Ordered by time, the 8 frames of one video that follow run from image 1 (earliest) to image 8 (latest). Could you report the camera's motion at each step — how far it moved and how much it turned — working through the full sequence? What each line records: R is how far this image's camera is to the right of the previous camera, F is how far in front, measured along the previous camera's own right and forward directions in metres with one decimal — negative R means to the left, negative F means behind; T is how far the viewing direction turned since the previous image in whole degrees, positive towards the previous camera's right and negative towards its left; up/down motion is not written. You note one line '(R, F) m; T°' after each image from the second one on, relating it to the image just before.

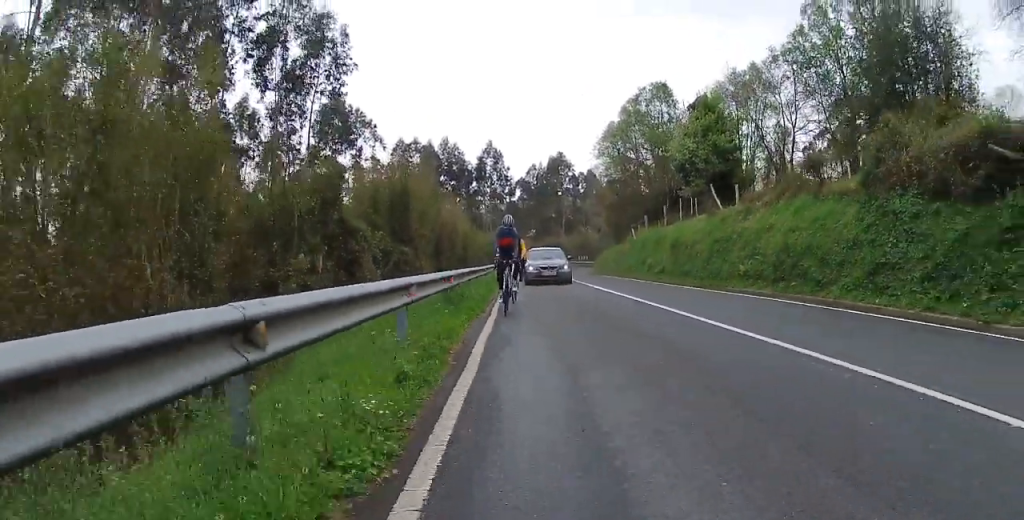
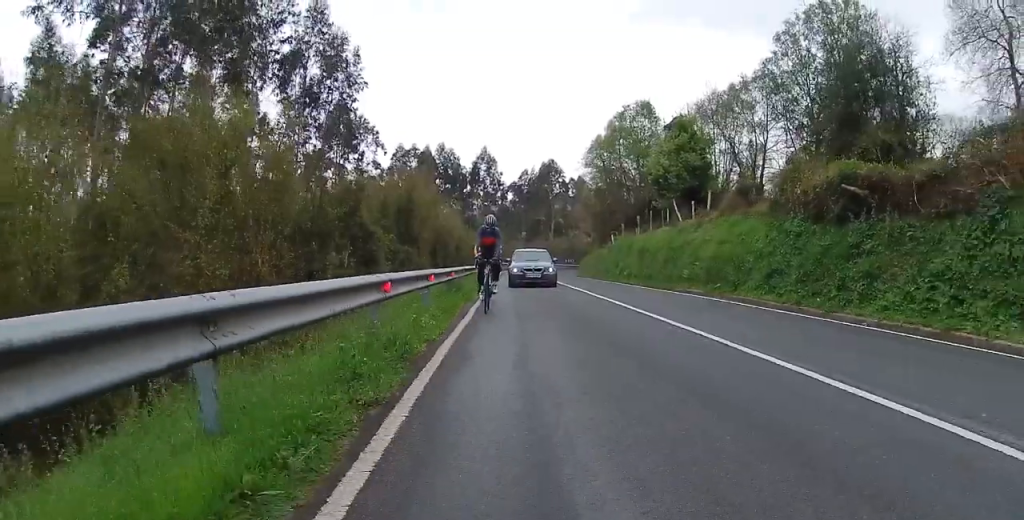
(+0.3, +4.1) m; +4°
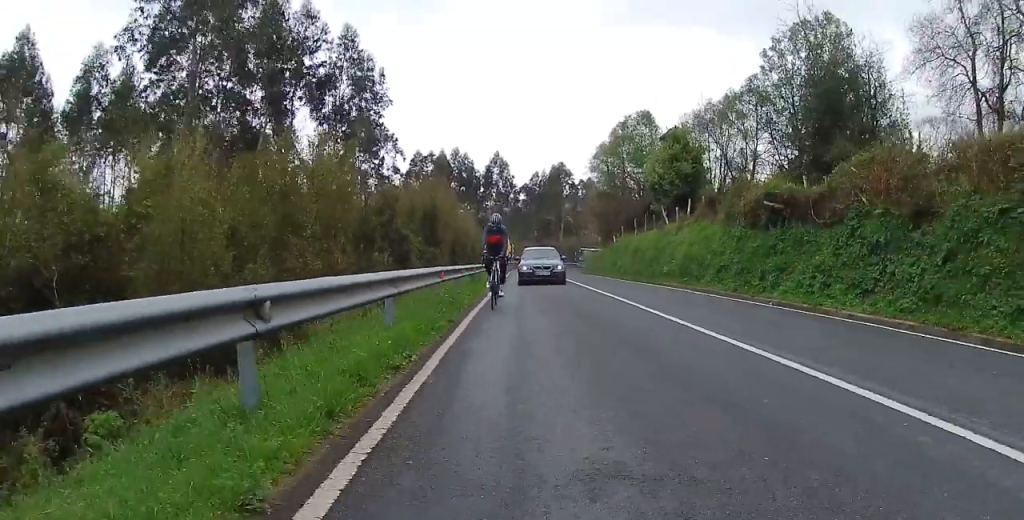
(0.0, +4.5) m; -2°
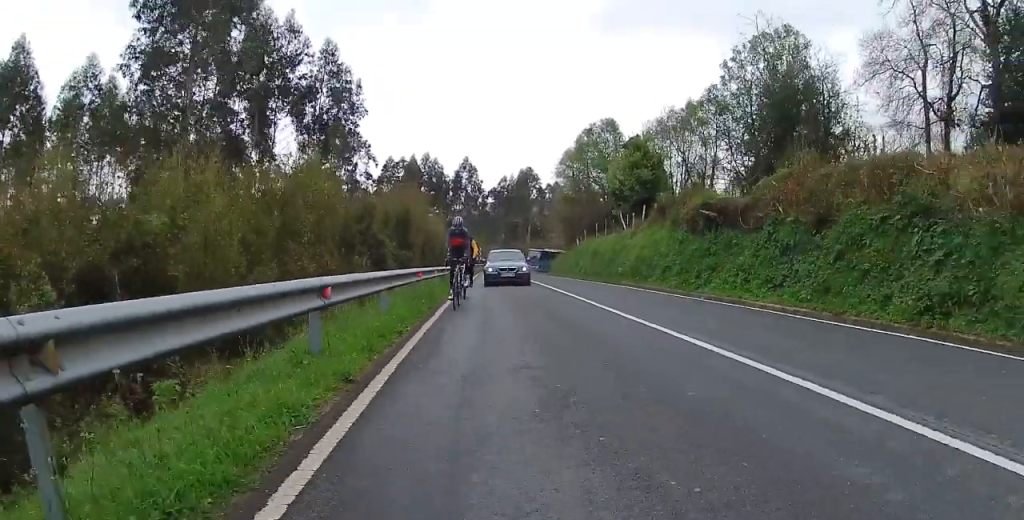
(-0.1, +2.3) m; -1°
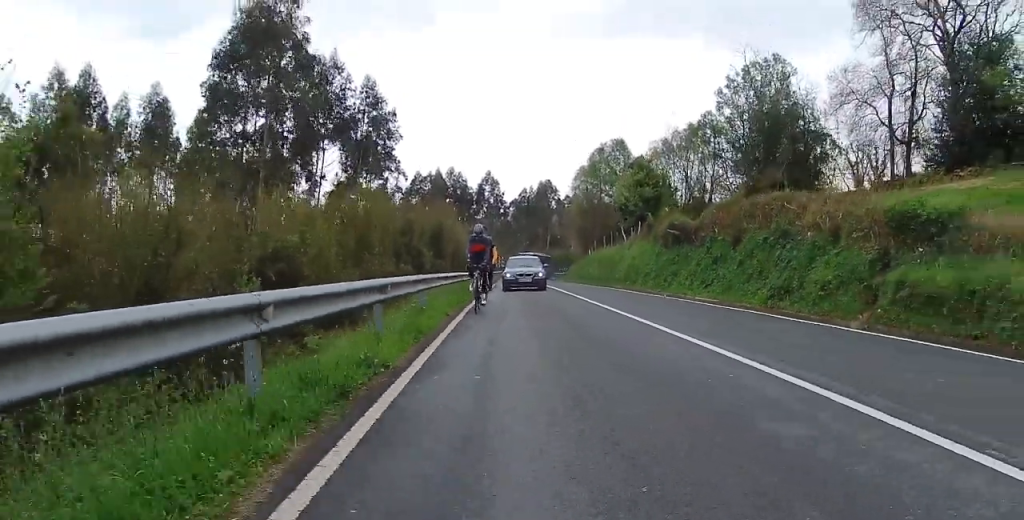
(+0.1, +6.0) m; +3°
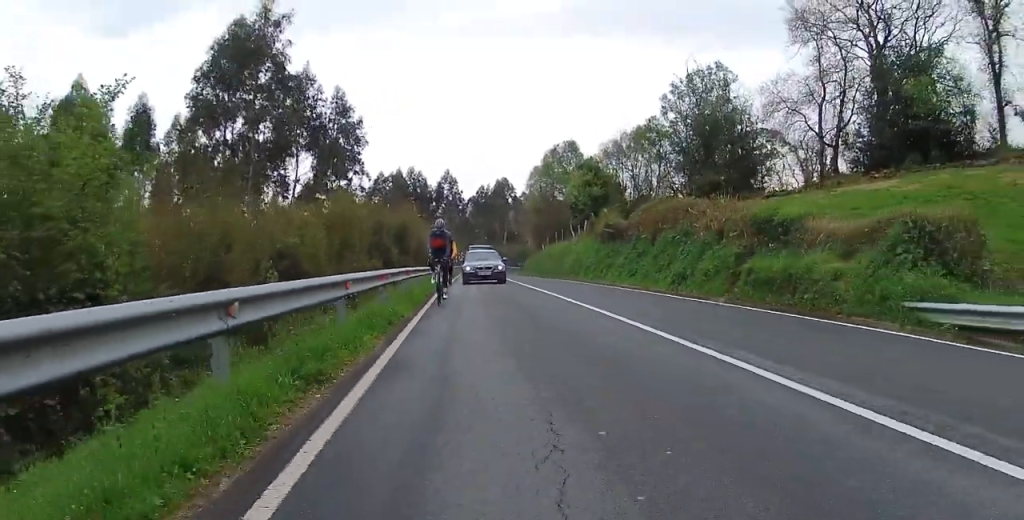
(+0.2, +4.1) m; +2°
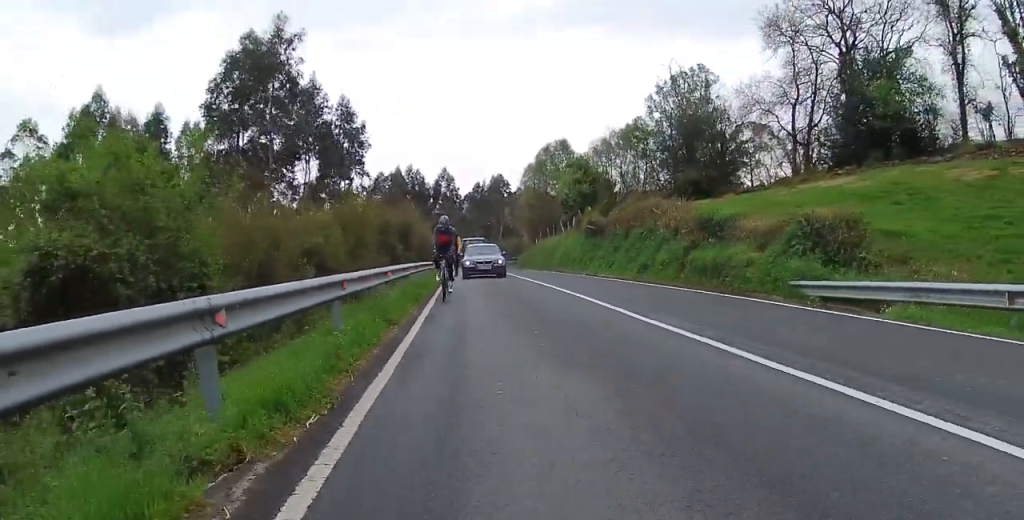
(0.0, +3.7) m; -3°
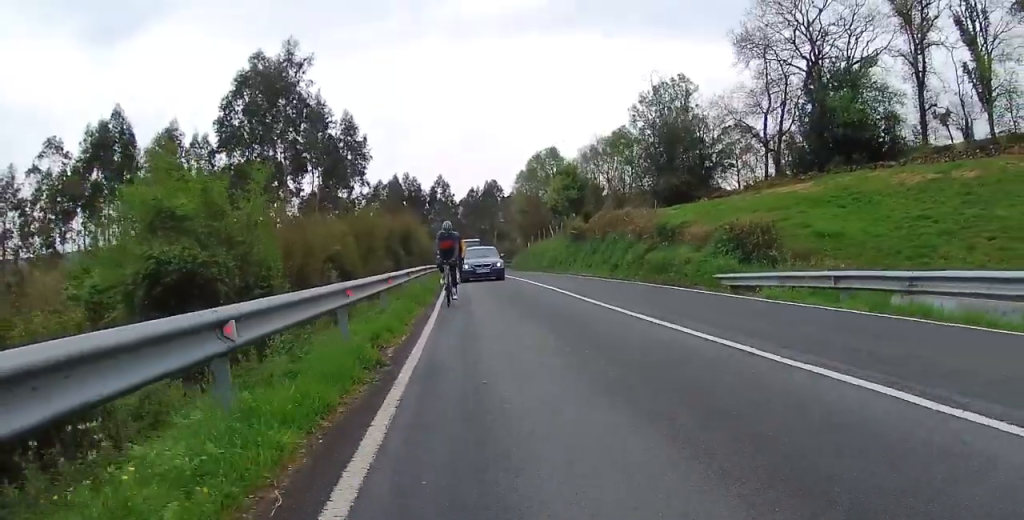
(-0.2, +4.1) m; +3°
